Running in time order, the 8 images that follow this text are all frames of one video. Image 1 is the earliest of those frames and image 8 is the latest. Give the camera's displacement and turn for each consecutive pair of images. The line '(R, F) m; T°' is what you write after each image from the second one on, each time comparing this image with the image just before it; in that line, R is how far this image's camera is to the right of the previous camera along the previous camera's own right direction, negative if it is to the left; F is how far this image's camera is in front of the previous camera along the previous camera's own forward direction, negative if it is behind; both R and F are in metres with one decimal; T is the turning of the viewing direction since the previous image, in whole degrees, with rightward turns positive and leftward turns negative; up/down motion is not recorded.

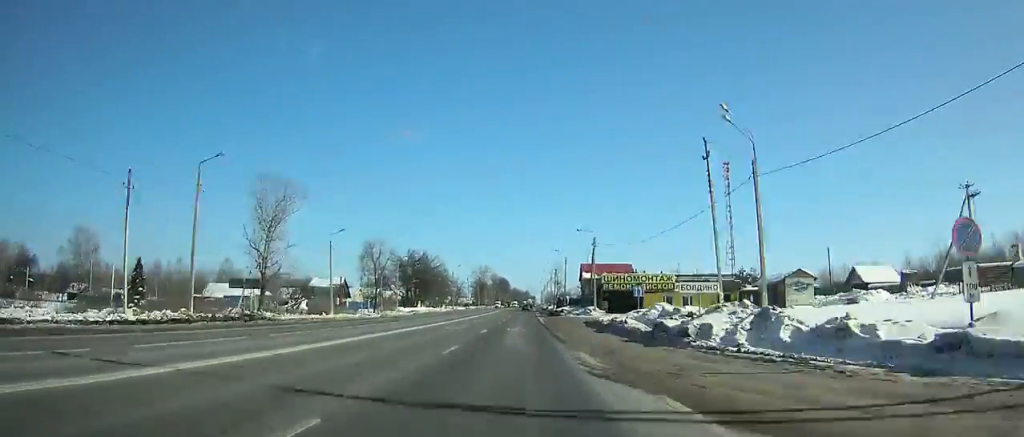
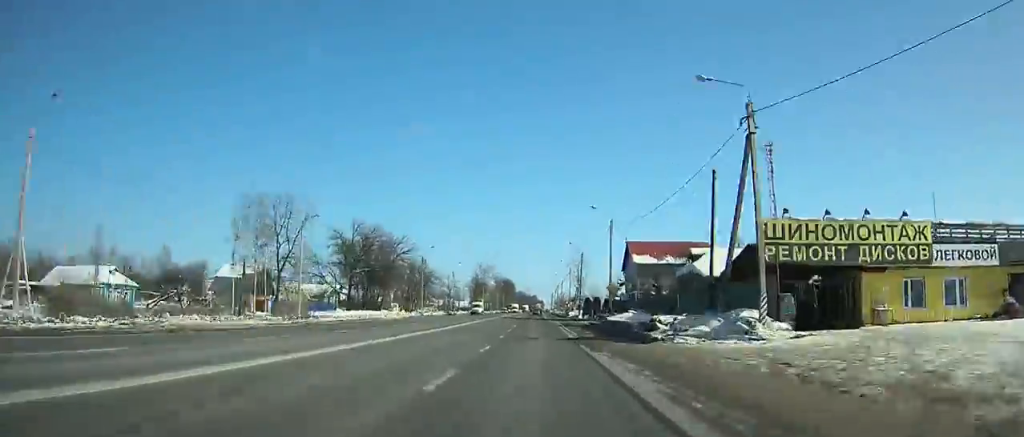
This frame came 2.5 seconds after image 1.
(0.0, +47.5) m; 0°
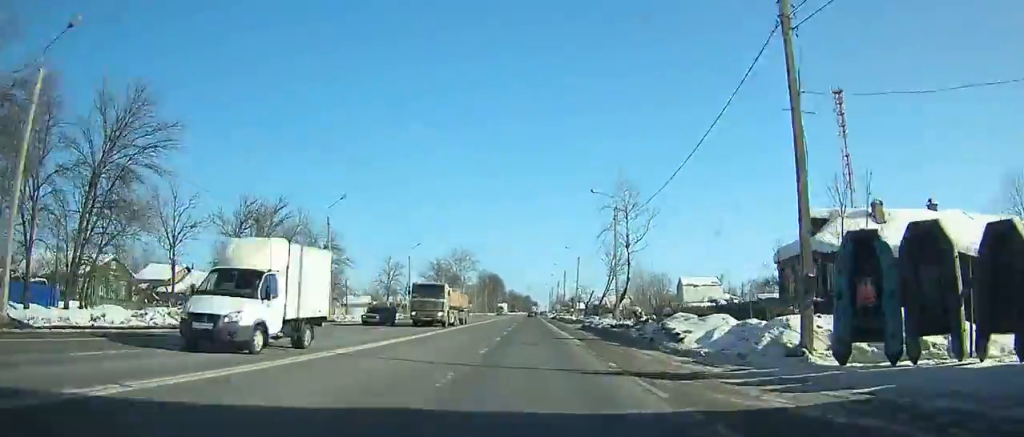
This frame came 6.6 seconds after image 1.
(-0.3, +72.6) m; 0°
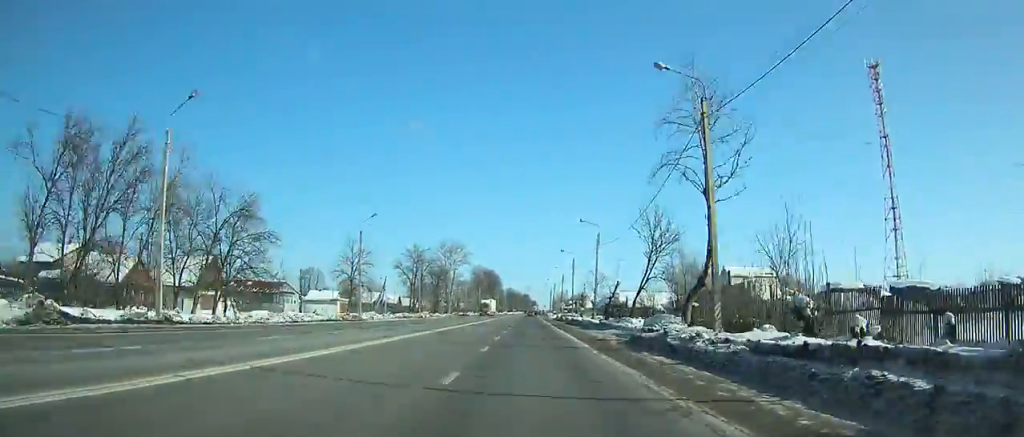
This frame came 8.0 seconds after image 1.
(0.0, +24.0) m; 0°
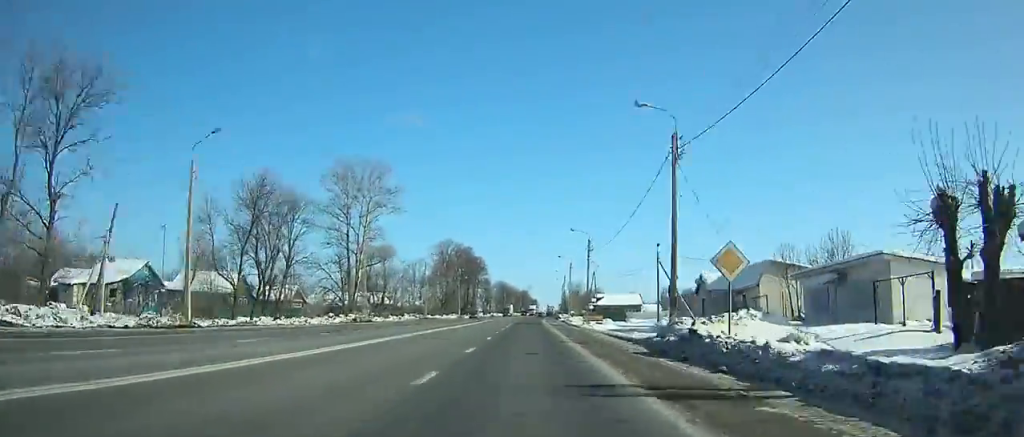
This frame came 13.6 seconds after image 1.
(+0.7, +96.4) m; 0°
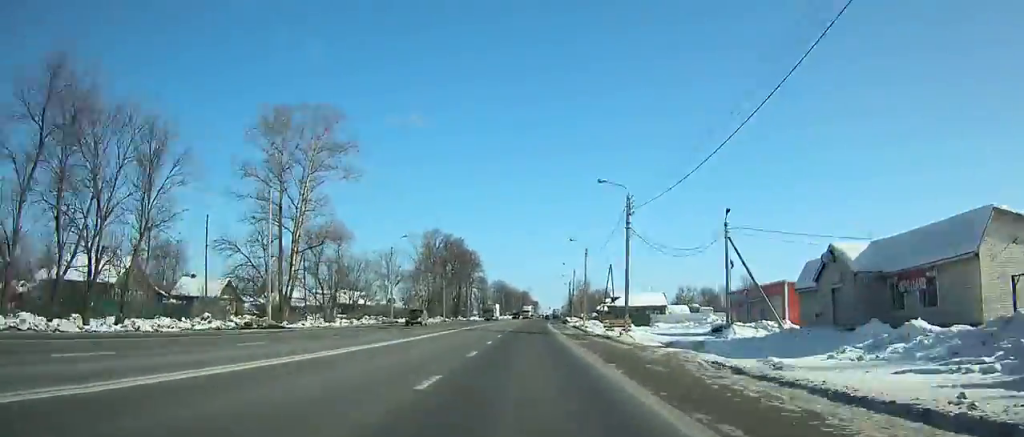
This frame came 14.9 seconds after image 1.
(0.0, +23.2) m; 0°
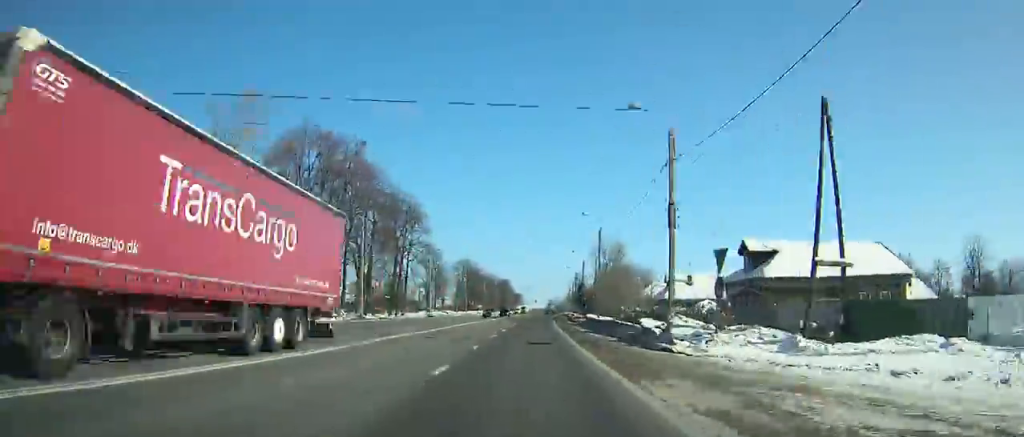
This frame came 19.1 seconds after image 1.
(+0.8, +76.3) m; +2°
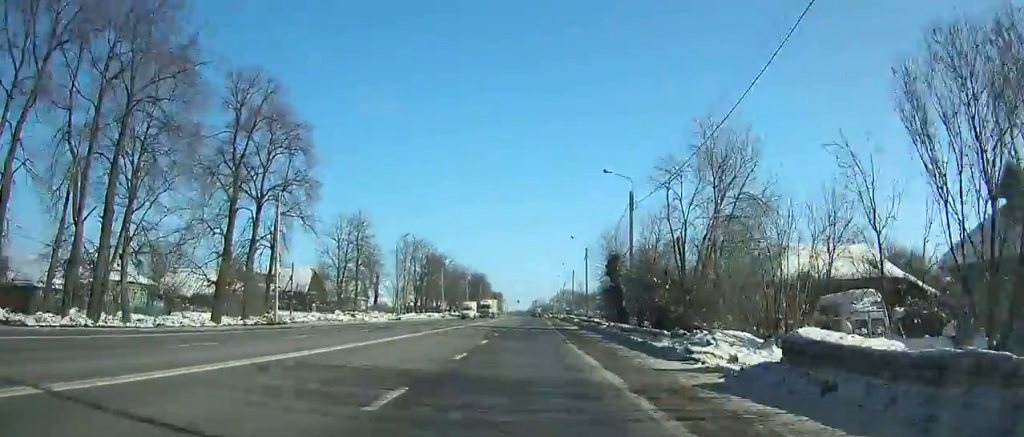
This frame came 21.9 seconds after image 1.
(+0.7, +51.7) m; +1°
